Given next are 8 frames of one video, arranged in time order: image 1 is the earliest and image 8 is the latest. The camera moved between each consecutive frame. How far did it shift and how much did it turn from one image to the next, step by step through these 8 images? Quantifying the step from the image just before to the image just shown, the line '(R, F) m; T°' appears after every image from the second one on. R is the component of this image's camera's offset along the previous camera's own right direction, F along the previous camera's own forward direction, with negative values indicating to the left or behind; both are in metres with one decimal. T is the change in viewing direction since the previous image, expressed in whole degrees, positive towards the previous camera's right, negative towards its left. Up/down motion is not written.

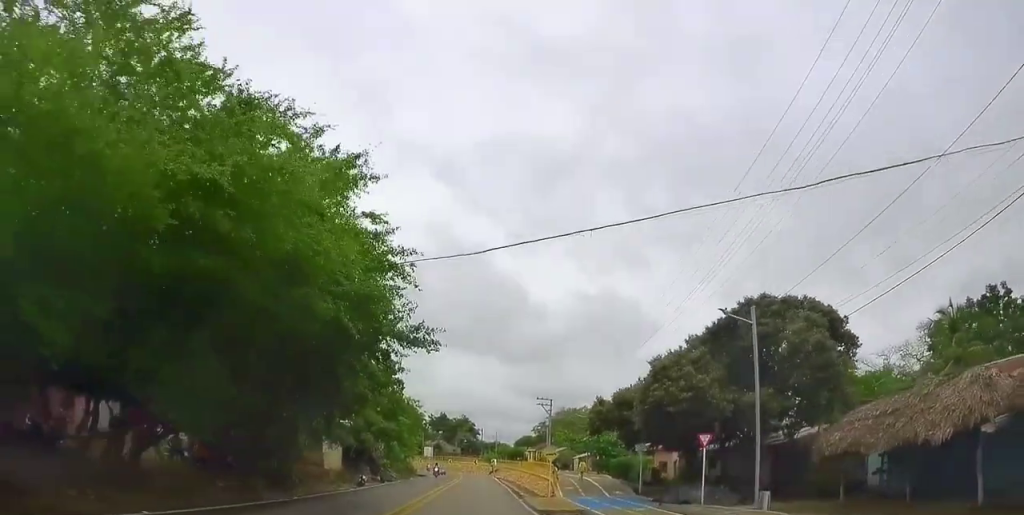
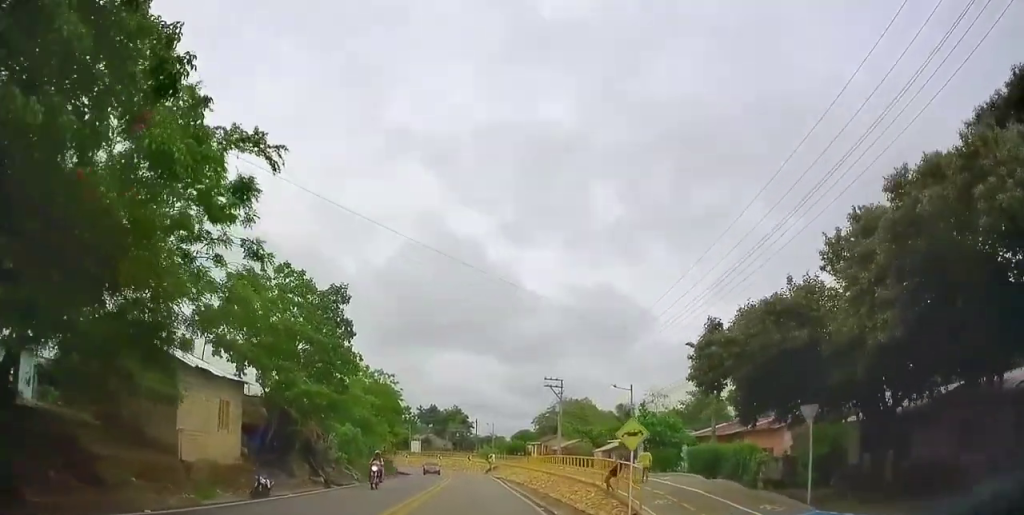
(0.0, +16.2) m; -2°
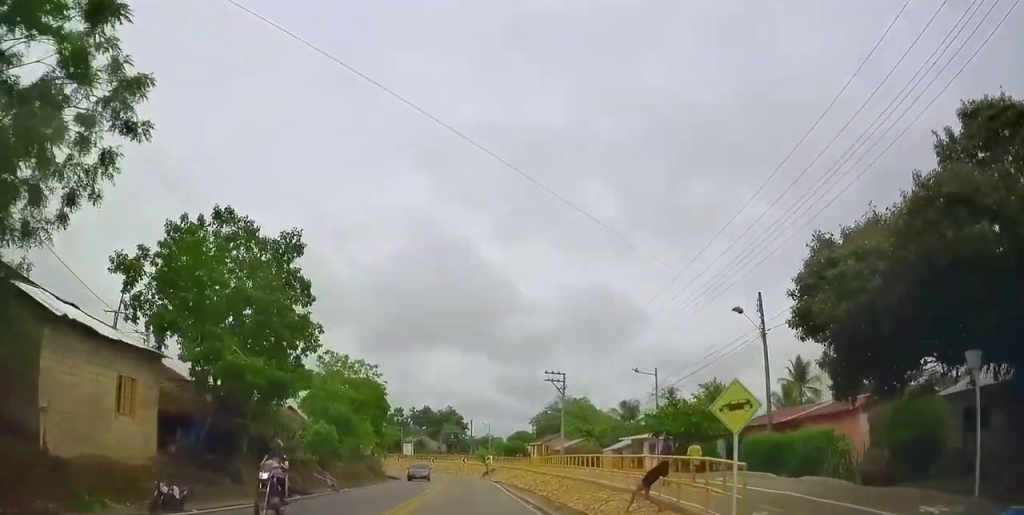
(-0.1, +6.1) m; 0°
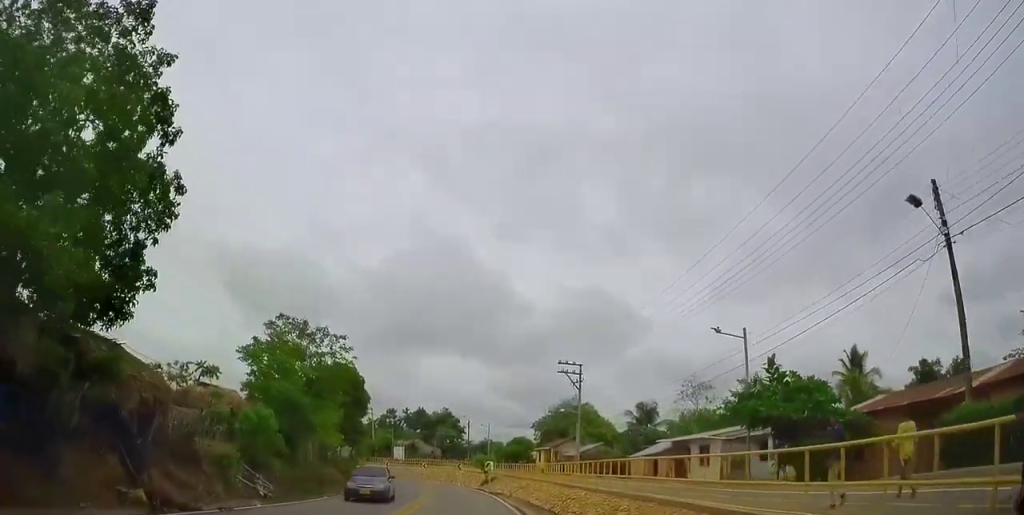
(0.0, +10.8) m; +3°
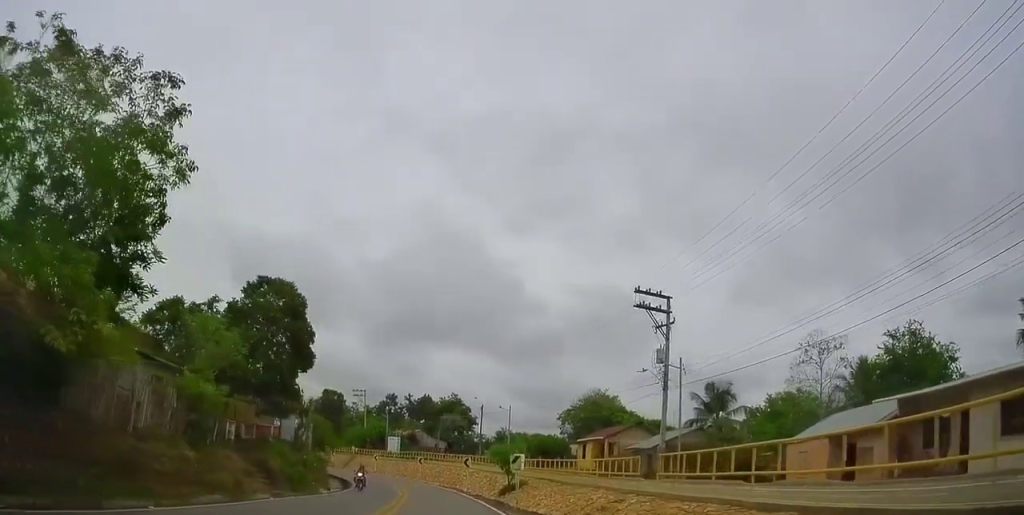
(0.0, +22.5) m; -1°
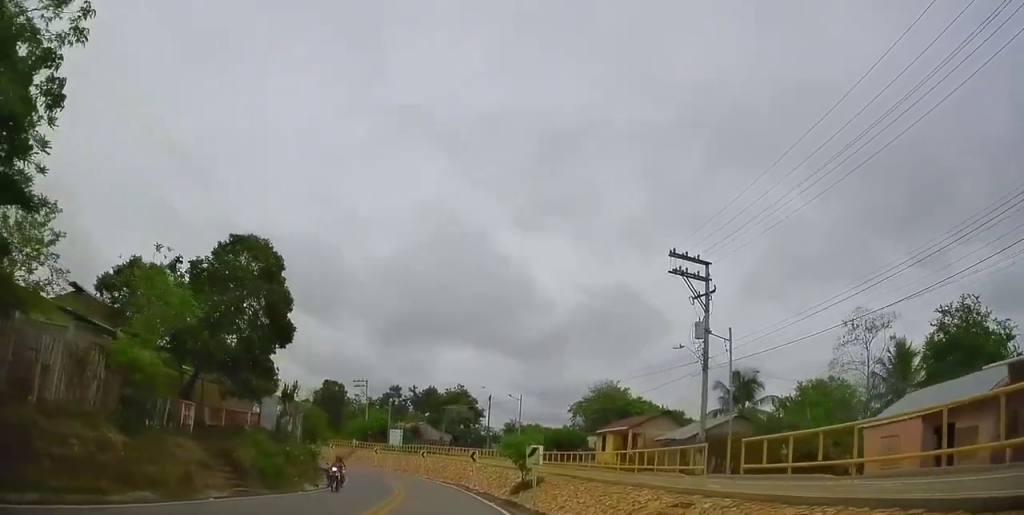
(+0.2, +4.8) m; 0°
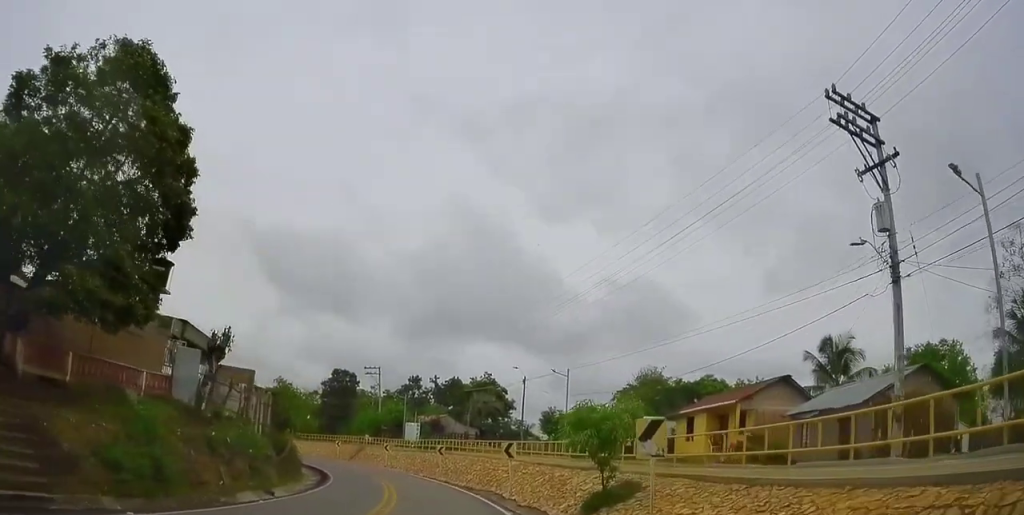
(0.0, +13.1) m; -2°
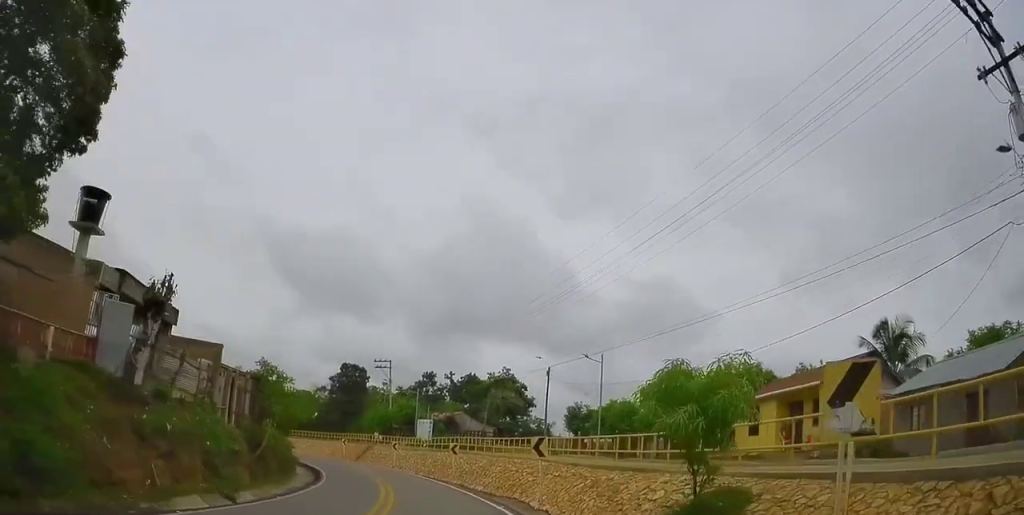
(-0.1, +5.8) m; -1°
